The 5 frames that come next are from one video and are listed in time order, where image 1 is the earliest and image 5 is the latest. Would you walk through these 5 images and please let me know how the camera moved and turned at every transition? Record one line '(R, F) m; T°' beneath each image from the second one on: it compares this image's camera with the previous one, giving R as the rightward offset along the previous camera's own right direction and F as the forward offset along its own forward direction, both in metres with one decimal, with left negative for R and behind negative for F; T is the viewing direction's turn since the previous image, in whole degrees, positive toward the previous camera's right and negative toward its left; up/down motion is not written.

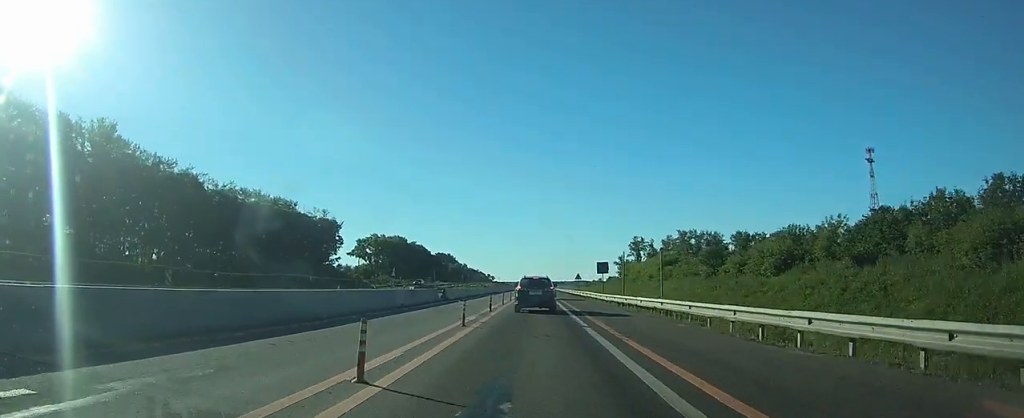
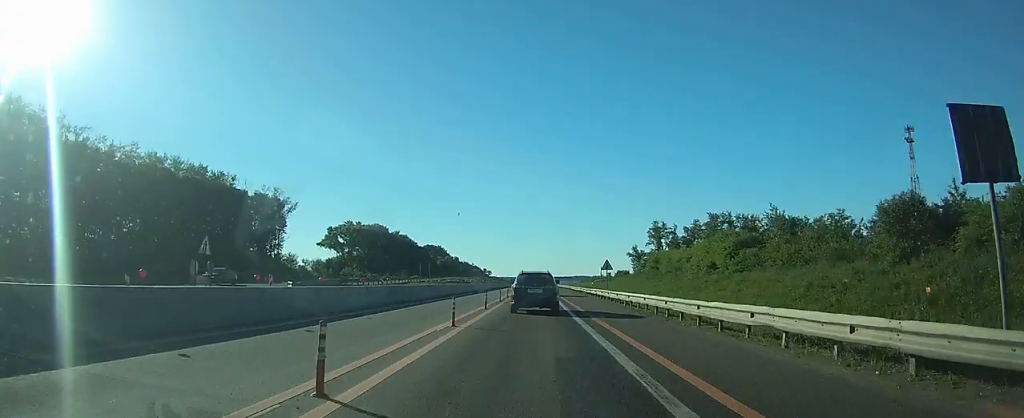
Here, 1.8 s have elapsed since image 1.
(+0.1, +40.9) m; 0°
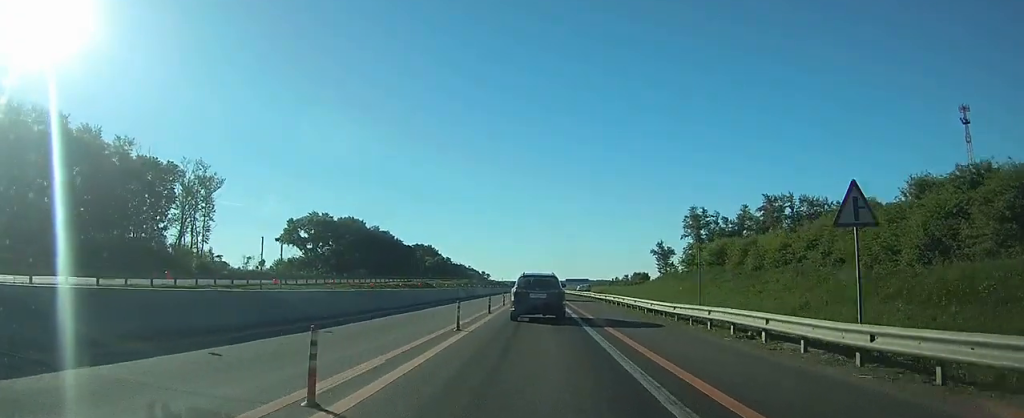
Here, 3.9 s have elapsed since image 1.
(+0.1, +45.1) m; 0°
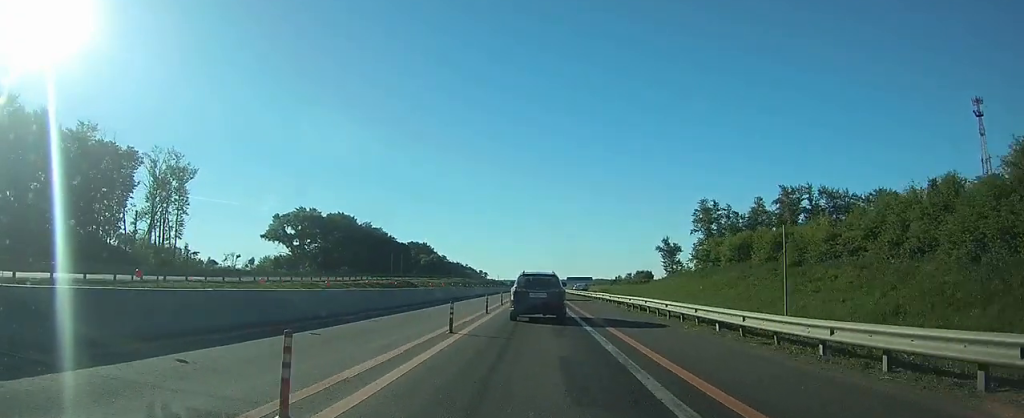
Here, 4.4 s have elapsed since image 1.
(0.0, +11.0) m; 0°
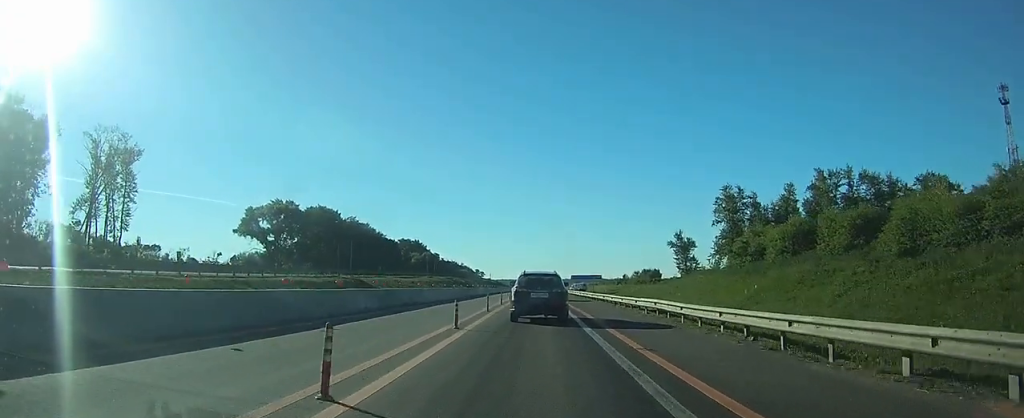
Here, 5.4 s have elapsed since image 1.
(-0.1, +18.7) m; 0°
